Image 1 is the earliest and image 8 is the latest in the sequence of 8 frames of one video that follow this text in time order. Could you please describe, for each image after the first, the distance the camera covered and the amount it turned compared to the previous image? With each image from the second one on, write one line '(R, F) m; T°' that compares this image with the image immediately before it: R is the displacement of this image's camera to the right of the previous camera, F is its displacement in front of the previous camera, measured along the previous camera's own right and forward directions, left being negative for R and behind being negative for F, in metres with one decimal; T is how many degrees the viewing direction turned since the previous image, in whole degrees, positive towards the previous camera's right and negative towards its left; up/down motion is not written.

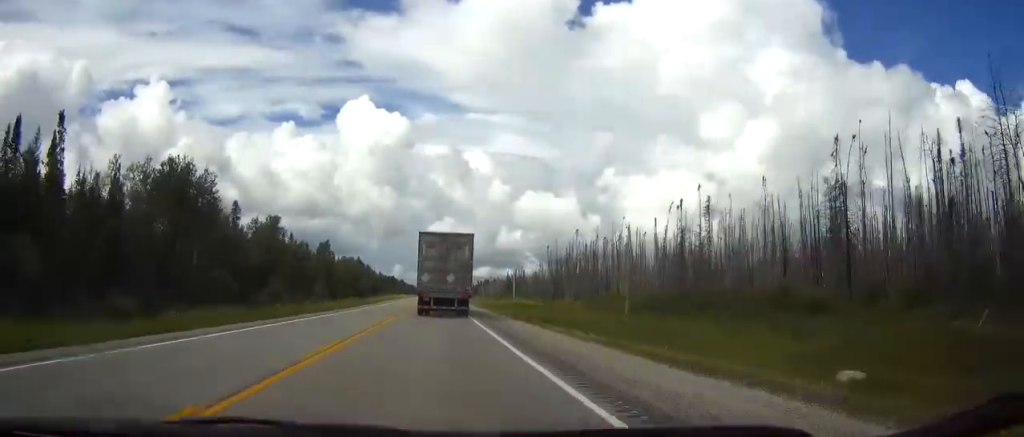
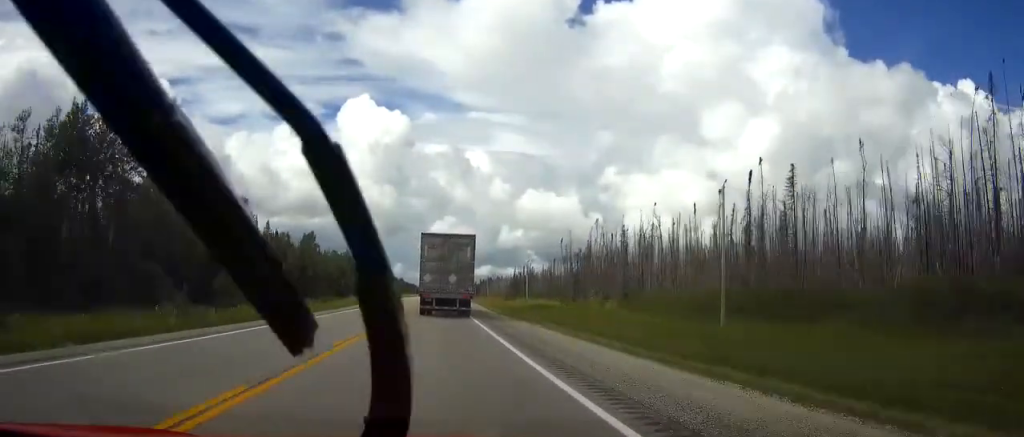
(-0.1, +26.9) m; 0°
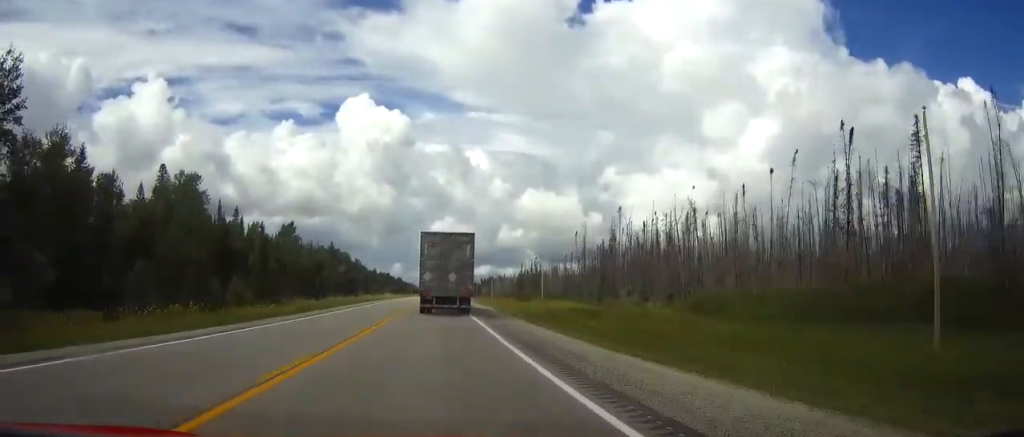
(+0.1, +25.2) m; 0°
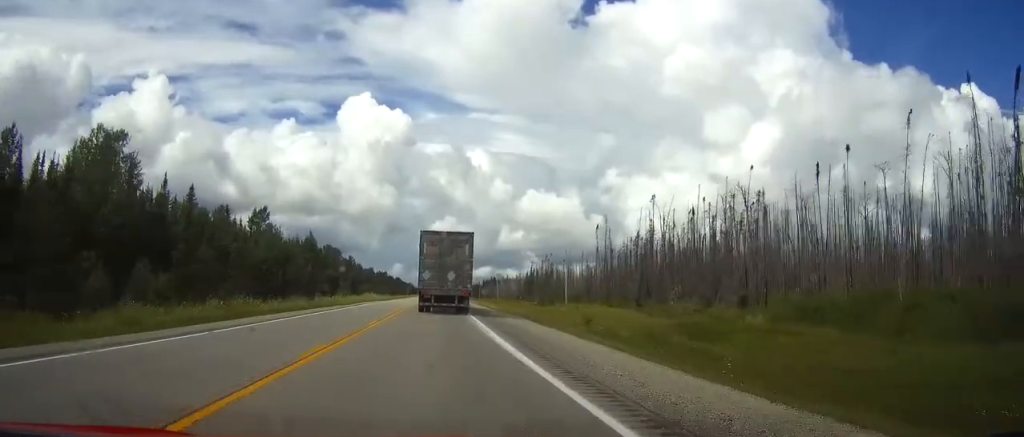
(+0.1, +26.1) m; 0°
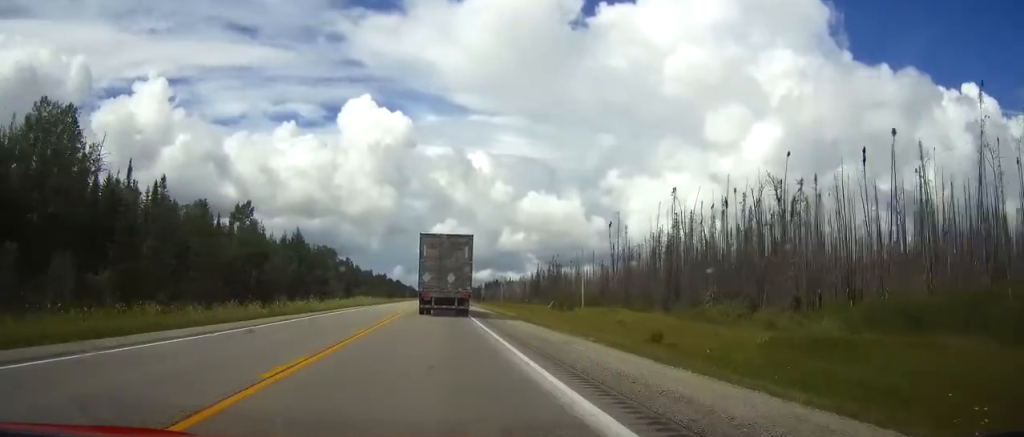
(0.0, +12.6) m; 0°
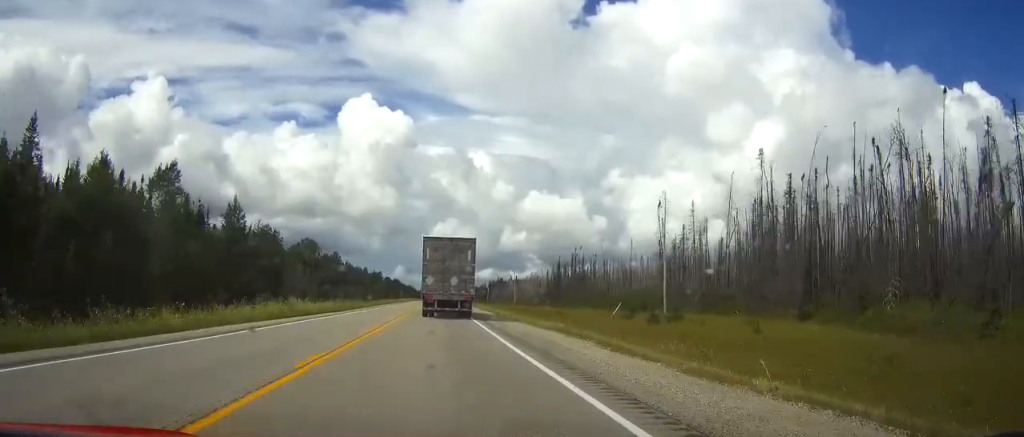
(0.0, +37.0) m; 0°
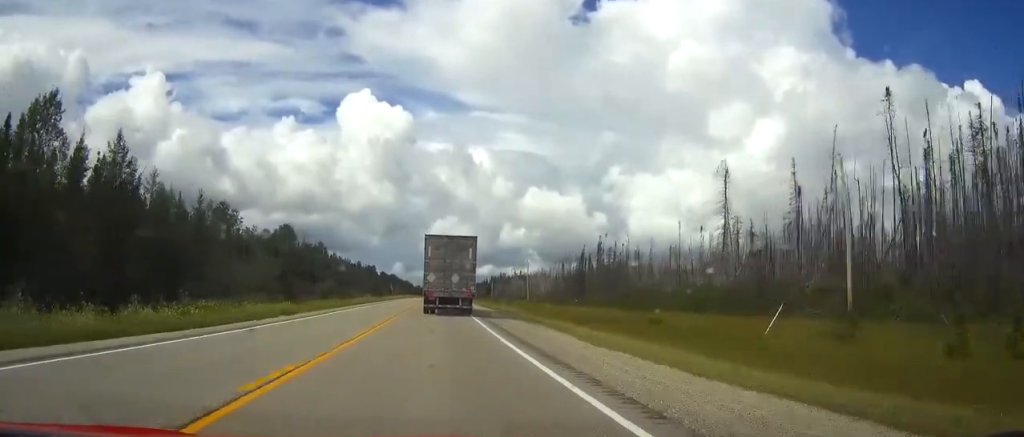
(0.0, +31.7) m; 0°
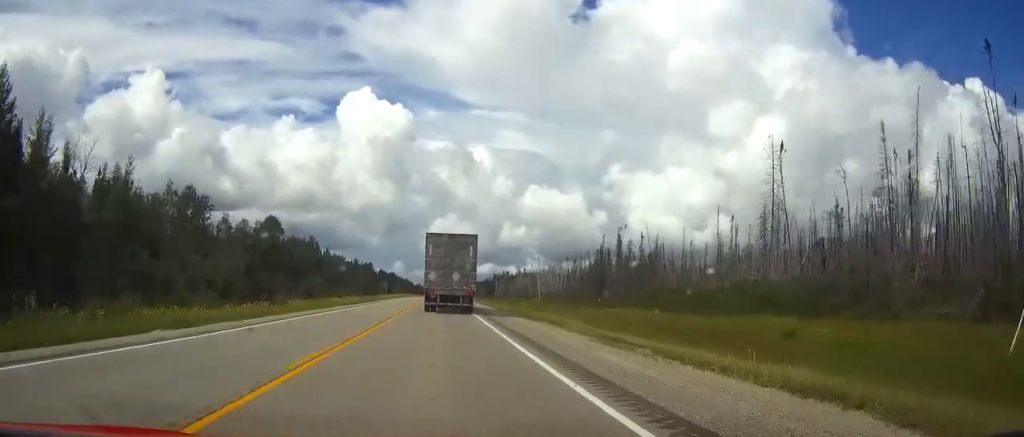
(0.0, +17.2) m; 0°
